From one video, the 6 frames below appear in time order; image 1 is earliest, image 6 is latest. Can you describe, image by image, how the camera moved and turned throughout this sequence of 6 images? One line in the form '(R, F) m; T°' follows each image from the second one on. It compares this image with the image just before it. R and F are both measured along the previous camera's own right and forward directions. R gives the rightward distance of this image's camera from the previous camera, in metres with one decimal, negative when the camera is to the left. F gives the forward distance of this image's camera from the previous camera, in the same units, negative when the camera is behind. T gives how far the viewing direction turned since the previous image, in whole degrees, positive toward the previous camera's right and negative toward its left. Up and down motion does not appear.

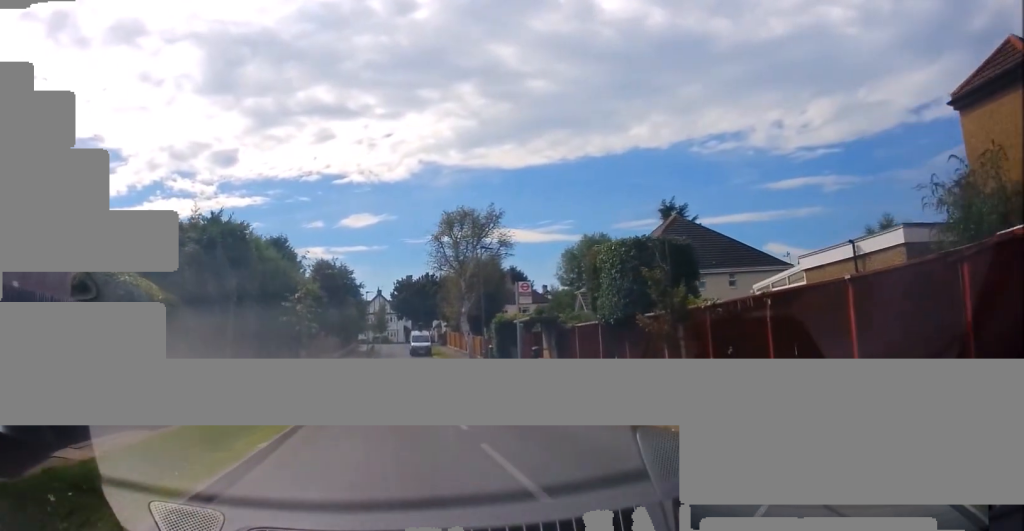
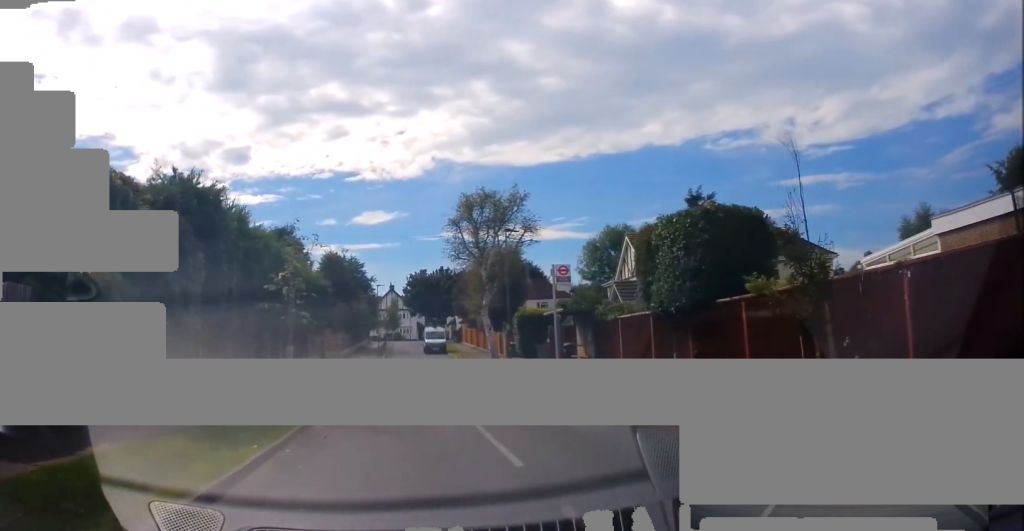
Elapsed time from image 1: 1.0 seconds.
(0.0, +3.9) m; -1°
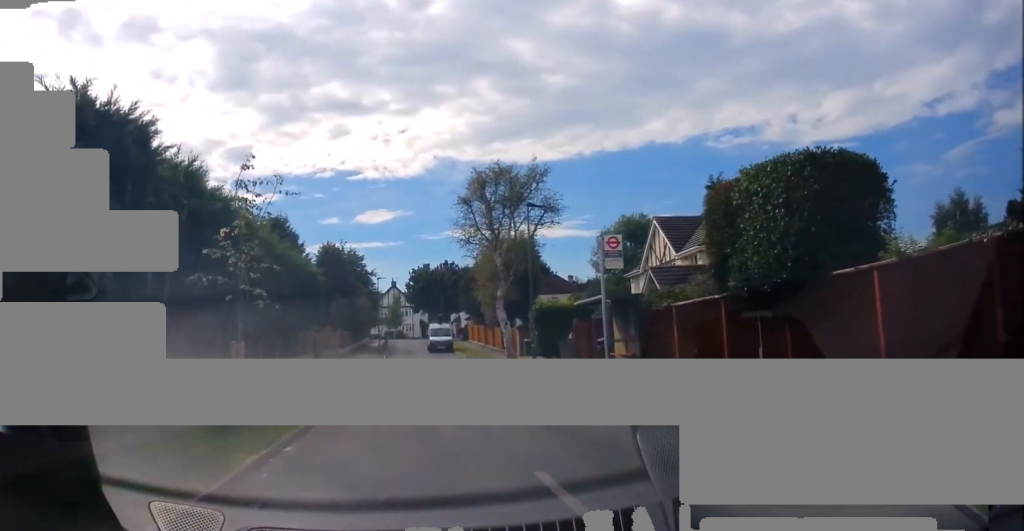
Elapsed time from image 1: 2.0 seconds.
(-0.1, +4.5) m; -3°
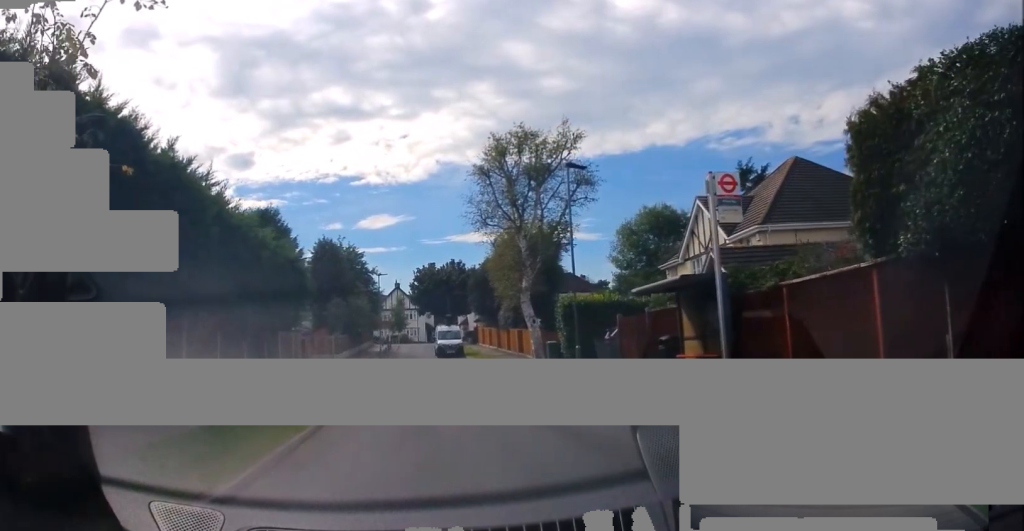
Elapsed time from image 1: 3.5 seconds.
(0.0, +6.1) m; 0°
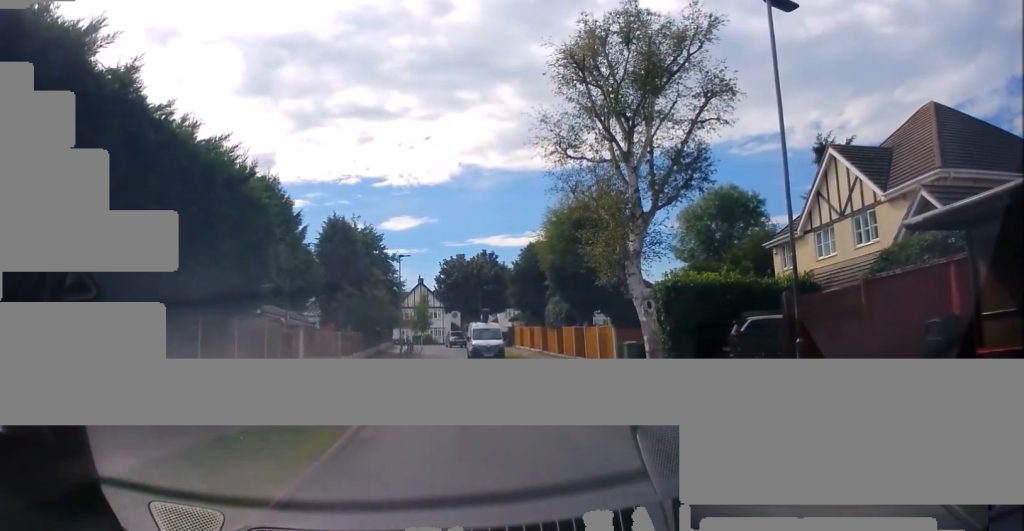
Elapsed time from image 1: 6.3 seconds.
(-0.2, +10.5) m; -2°
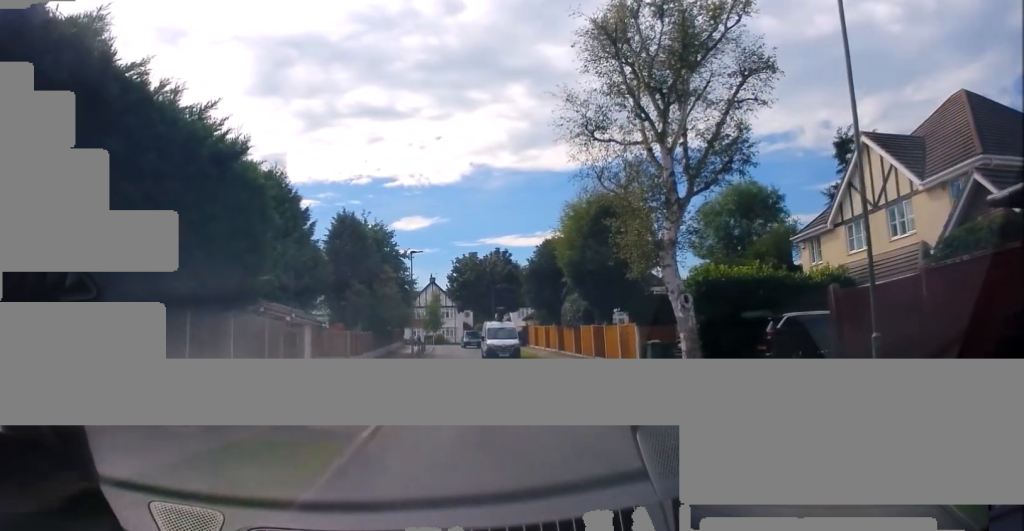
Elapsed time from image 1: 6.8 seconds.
(-0.1, +1.7) m; -2°
